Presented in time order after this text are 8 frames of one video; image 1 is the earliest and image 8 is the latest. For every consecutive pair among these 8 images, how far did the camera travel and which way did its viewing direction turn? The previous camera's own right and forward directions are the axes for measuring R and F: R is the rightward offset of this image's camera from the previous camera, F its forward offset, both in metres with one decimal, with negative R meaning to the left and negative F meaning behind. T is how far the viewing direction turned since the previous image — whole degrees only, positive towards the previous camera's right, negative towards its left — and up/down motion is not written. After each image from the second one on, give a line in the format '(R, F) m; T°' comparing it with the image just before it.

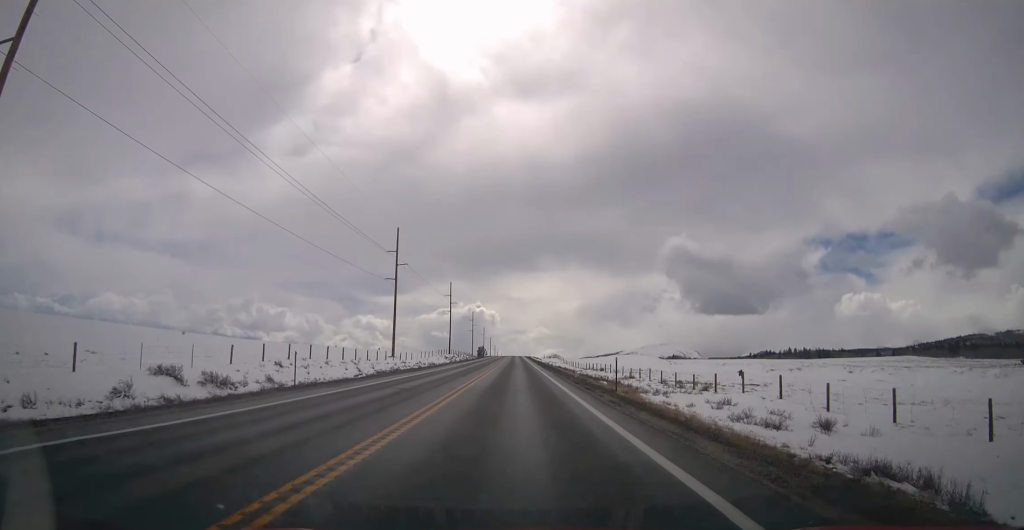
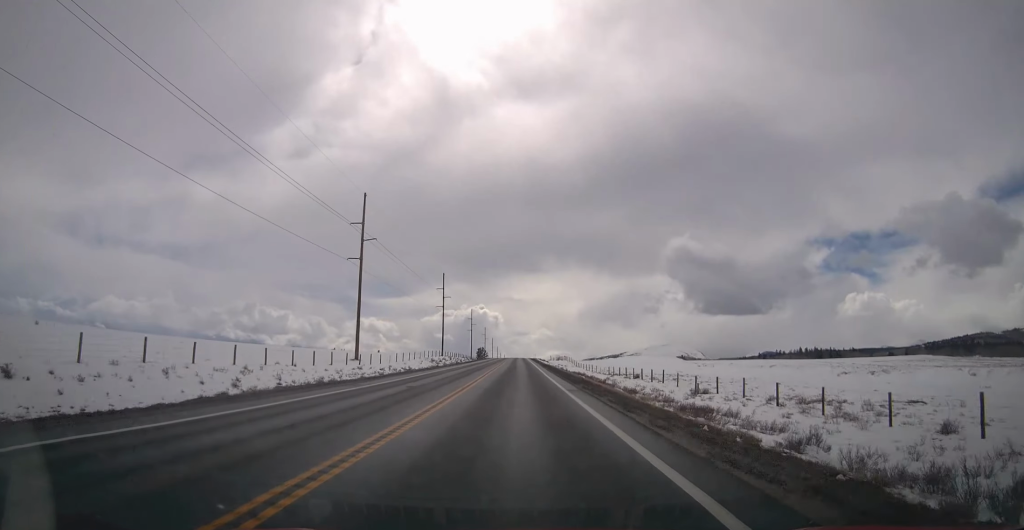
(+0.3, +24.5) m; 0°
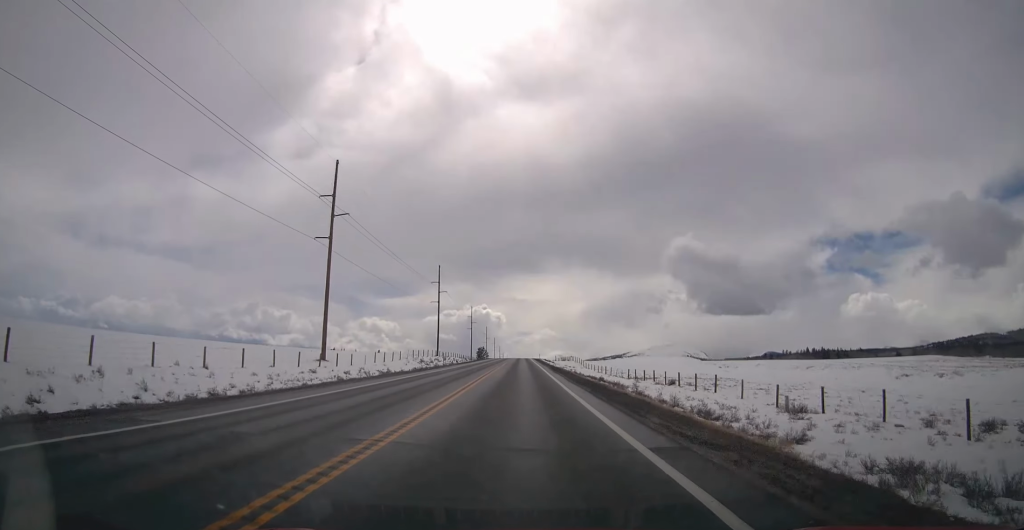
(0.0, +13.8) m; 0°
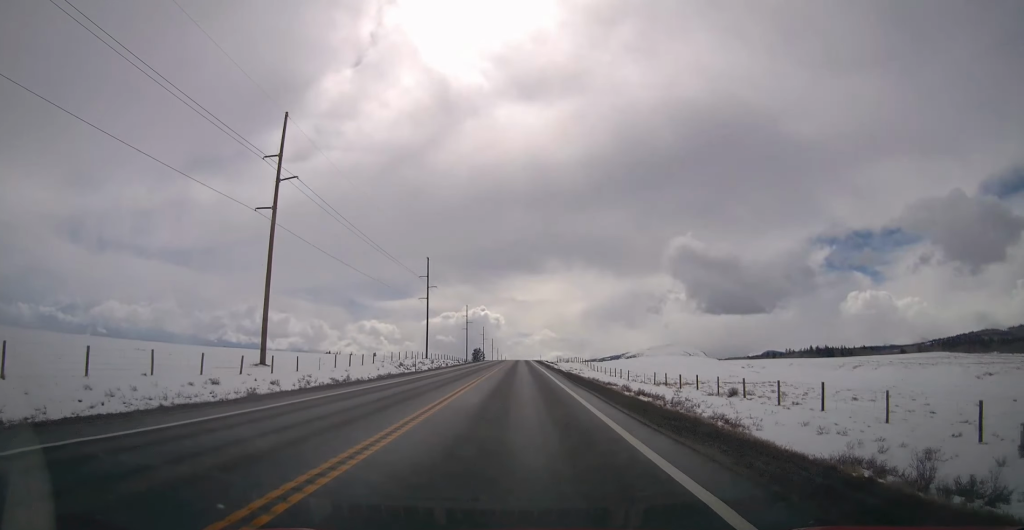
(0.0, +14.9) m; 0°
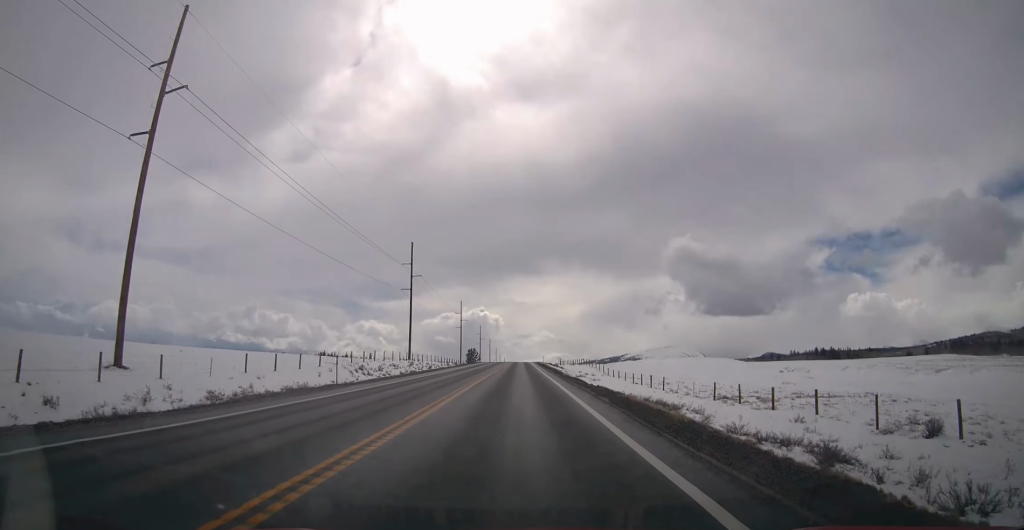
(-0.2, +19.1) m; 0°
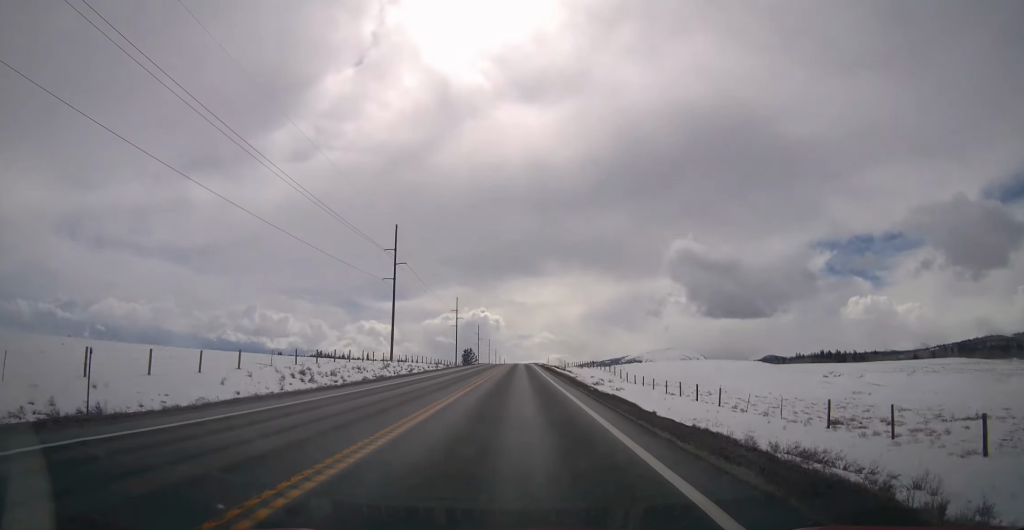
(0.0, +15.0) m; 0°
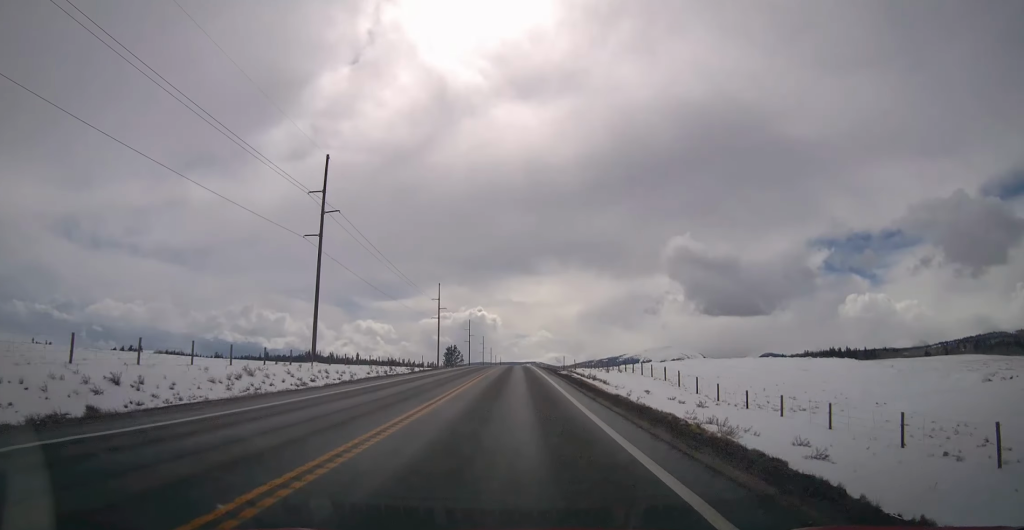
(+0.3, +35.2) m; 0°
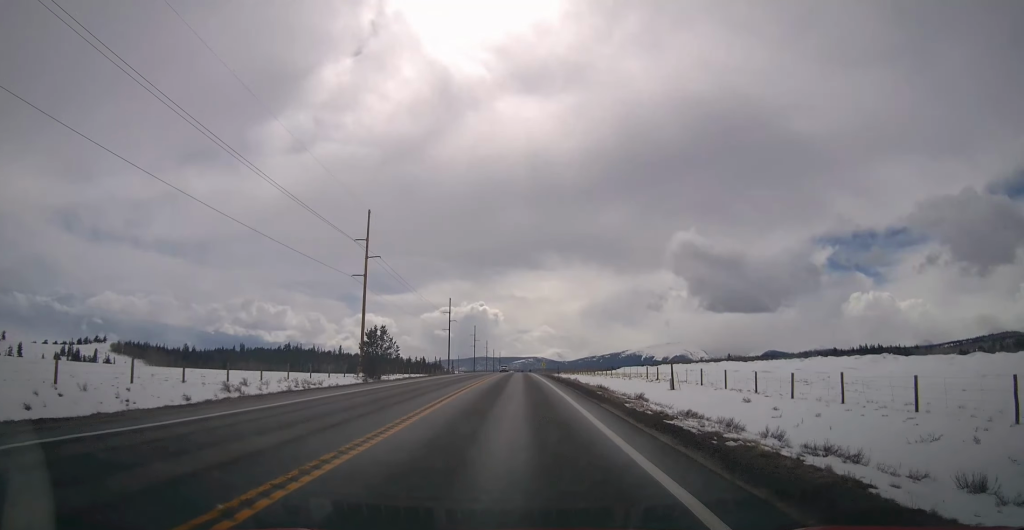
(-0.2, +73.8) m; 0°
